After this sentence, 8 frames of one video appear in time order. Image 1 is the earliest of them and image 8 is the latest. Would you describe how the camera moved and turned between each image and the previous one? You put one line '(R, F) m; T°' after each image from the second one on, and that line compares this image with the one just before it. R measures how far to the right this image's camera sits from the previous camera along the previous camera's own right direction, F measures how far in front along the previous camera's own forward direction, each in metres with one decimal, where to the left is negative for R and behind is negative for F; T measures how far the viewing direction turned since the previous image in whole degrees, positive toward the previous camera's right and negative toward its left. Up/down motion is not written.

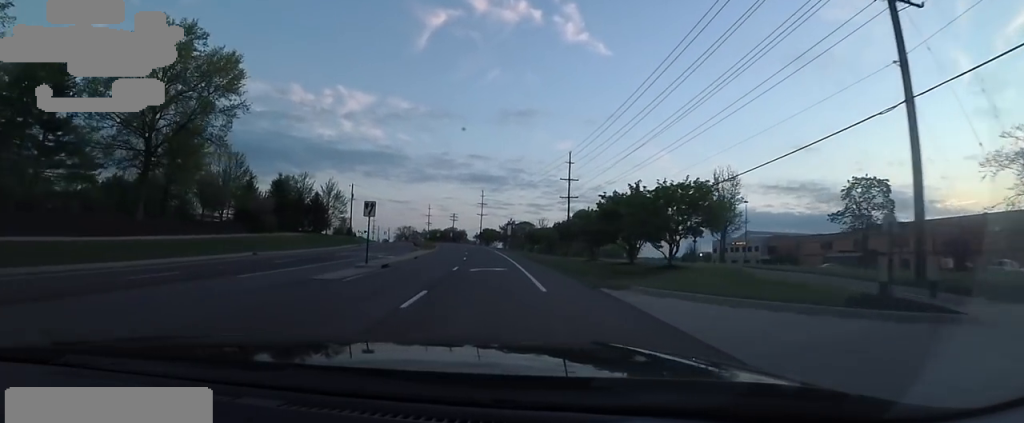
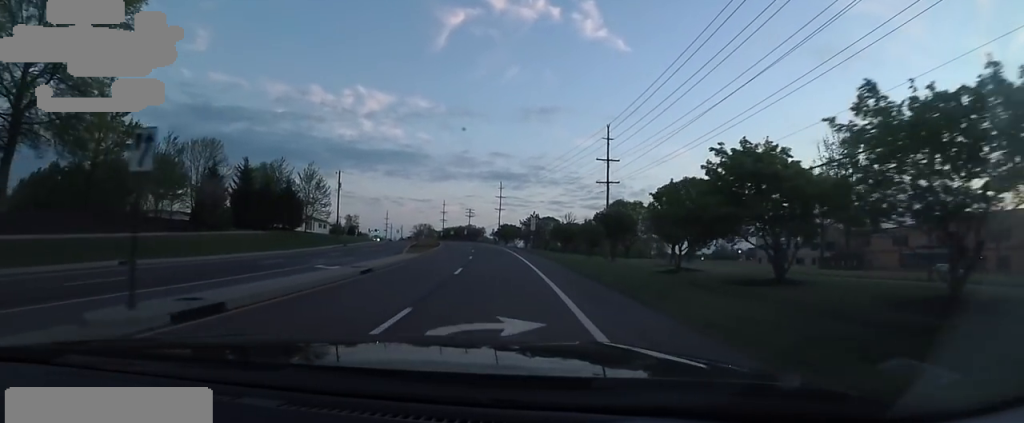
(-0.9, +16.2) m; -3°
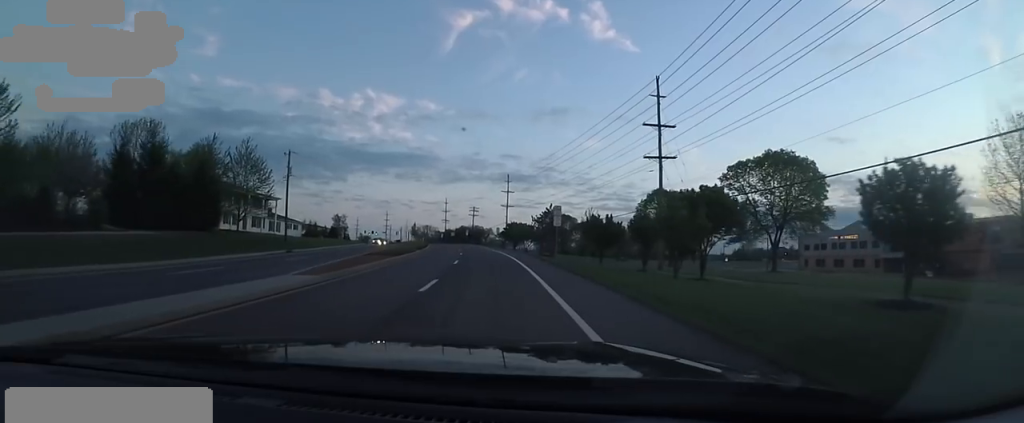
(-0.1, +18.2) m; -1°
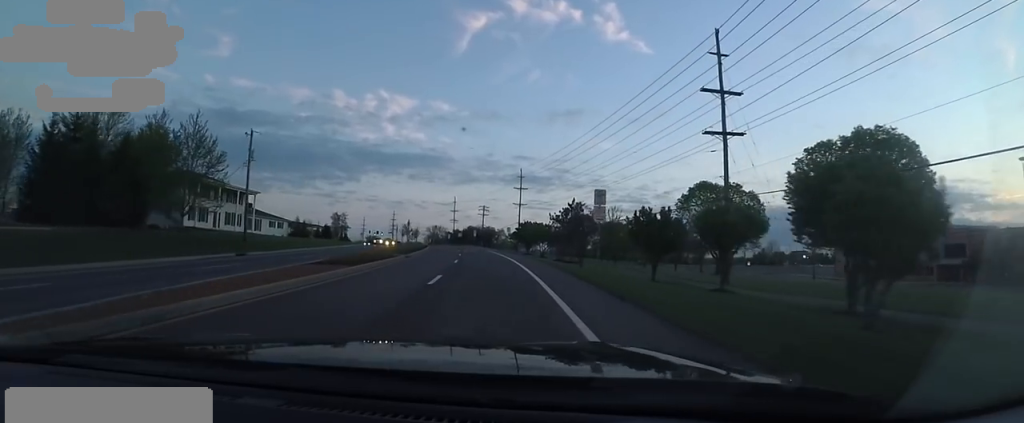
(+0.1, +10.3) m; -2°
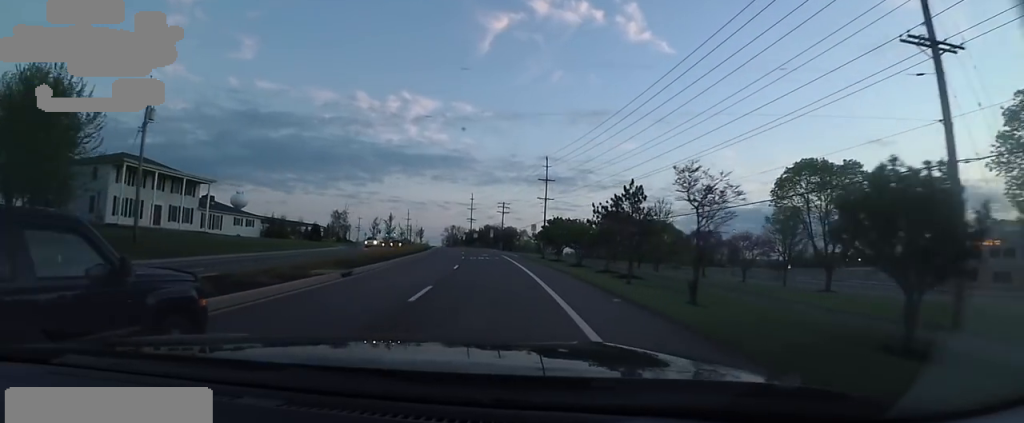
(-0.8, +15.4) m; -4°
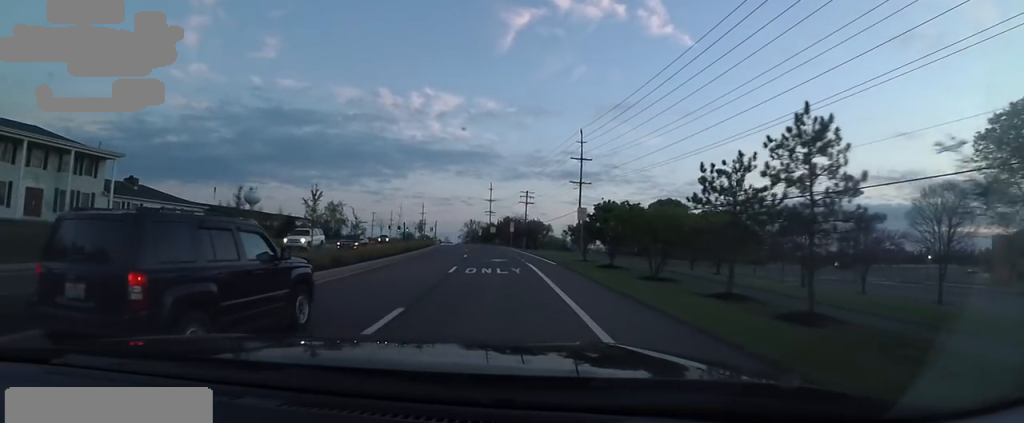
(-0.4, +17.1) m; -1°
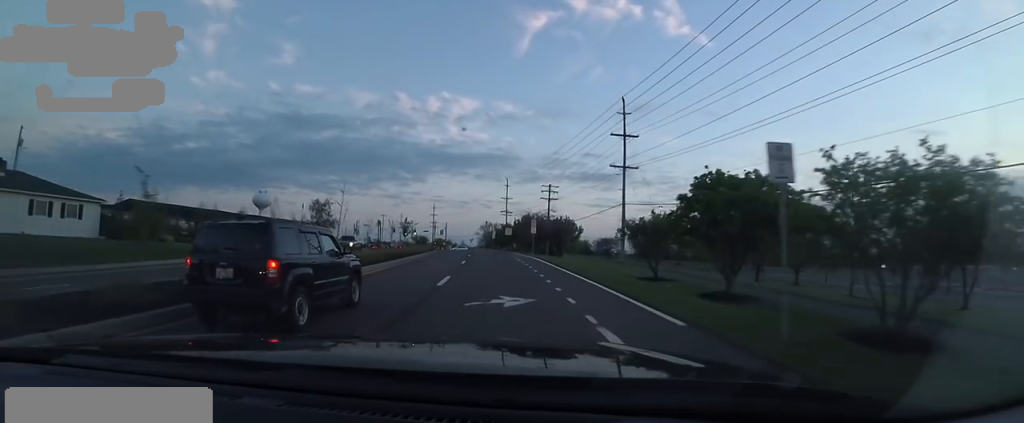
(0.0, +15.9) m; 0°
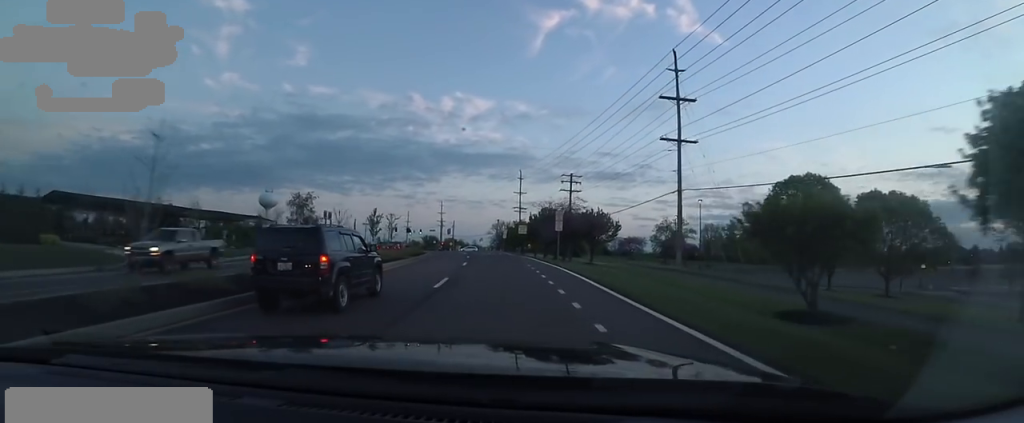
(0.0, +12.7) m; -2°
